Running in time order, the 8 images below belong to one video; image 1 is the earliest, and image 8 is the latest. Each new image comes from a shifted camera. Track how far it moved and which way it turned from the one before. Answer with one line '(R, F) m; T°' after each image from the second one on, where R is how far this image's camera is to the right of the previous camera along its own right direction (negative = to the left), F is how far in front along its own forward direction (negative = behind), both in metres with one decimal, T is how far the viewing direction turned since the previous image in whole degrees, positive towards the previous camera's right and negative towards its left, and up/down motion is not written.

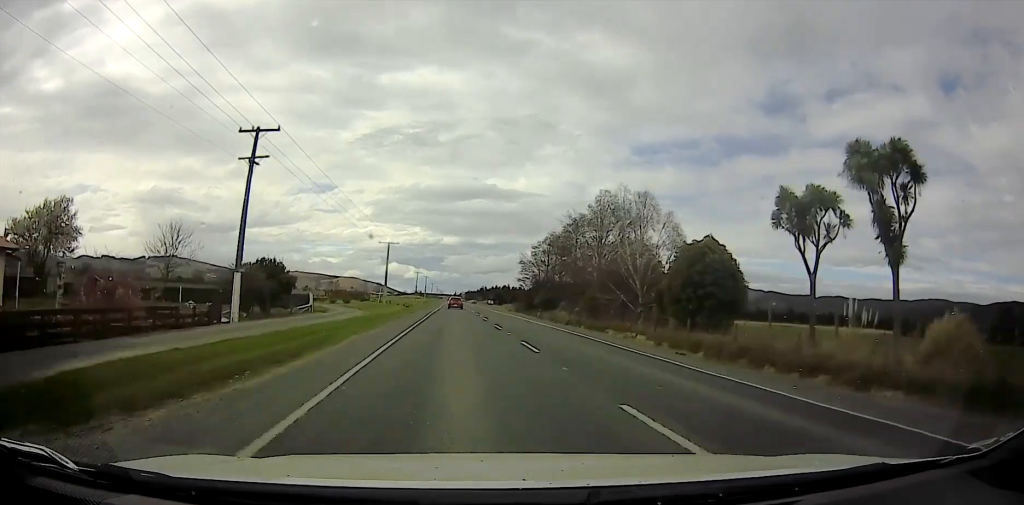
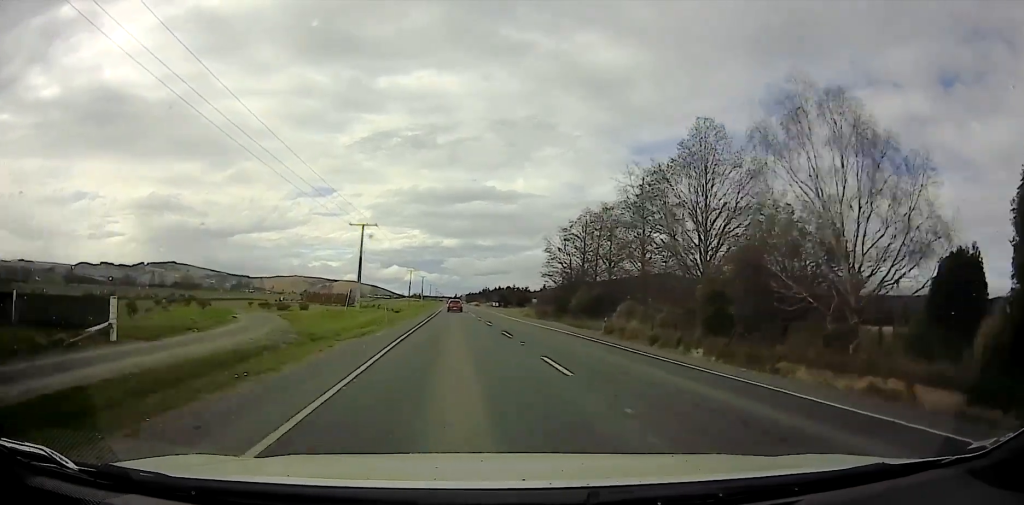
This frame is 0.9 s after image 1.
(+0.2, +20.8) m; +1°
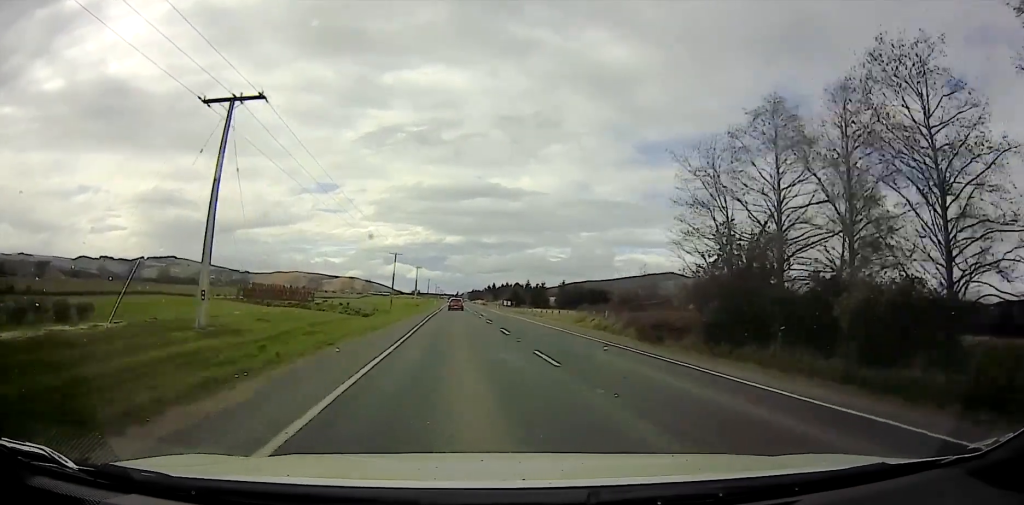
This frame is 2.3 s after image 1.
(+0.1, +29.3) m; 0°
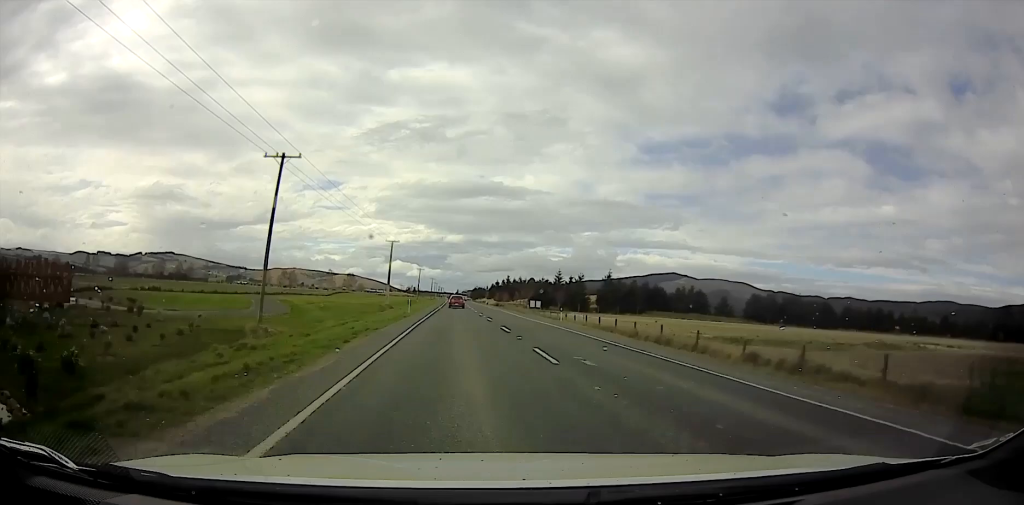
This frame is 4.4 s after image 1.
(-0.2, +52.3) m; 0°
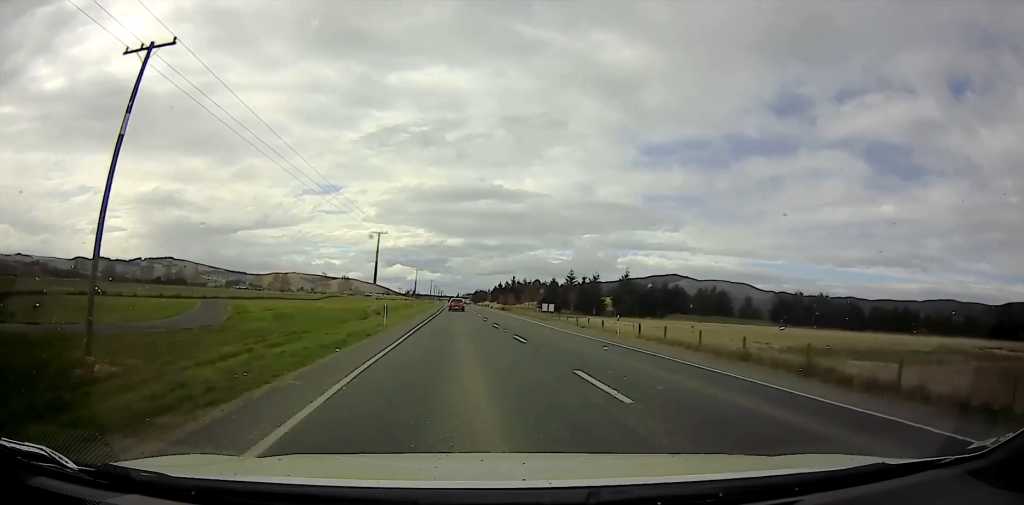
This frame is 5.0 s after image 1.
(-0.1, +15.8) m; 0°
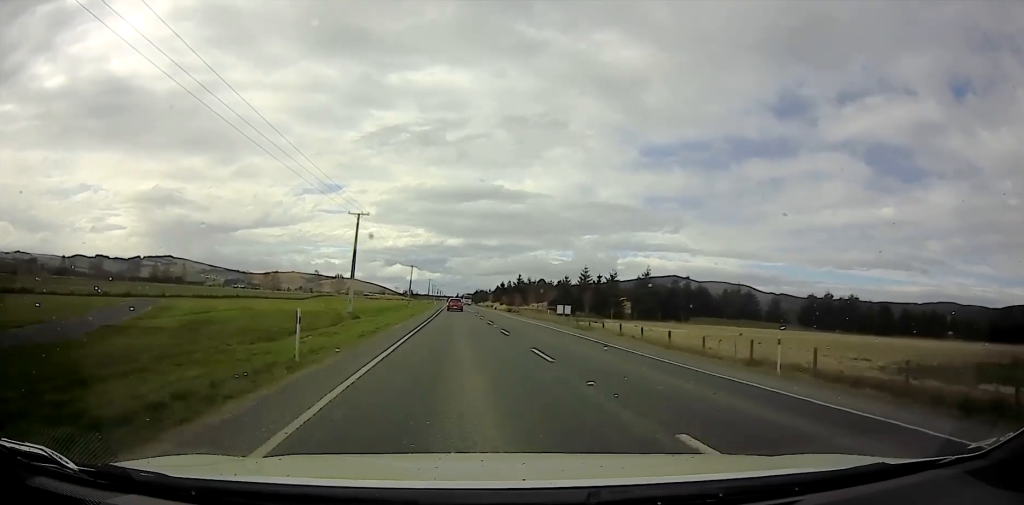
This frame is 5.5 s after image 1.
(0.0, +16.7) m; 0°
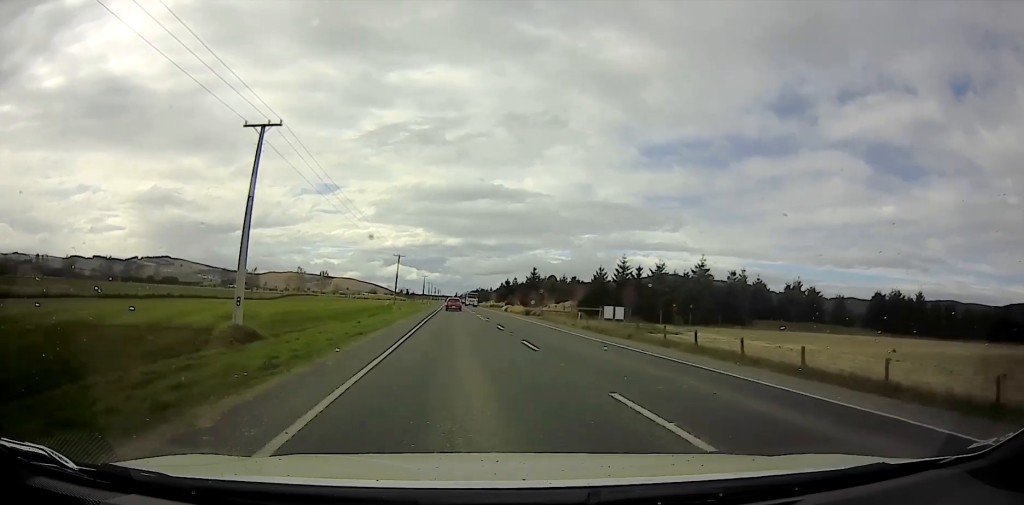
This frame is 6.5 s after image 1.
(0.0, +30.7) m; -1°
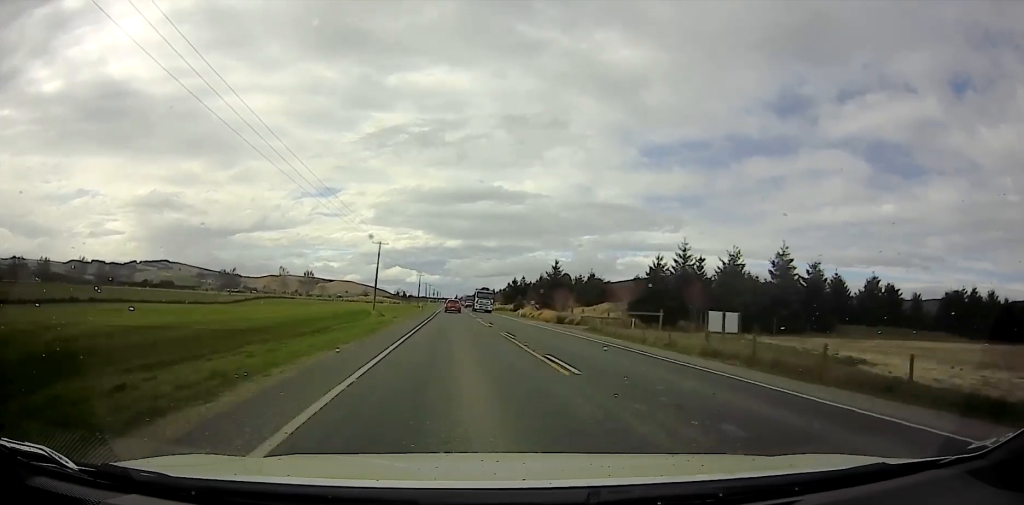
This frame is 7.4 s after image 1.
(-0.2, +25.4) m; -1°
